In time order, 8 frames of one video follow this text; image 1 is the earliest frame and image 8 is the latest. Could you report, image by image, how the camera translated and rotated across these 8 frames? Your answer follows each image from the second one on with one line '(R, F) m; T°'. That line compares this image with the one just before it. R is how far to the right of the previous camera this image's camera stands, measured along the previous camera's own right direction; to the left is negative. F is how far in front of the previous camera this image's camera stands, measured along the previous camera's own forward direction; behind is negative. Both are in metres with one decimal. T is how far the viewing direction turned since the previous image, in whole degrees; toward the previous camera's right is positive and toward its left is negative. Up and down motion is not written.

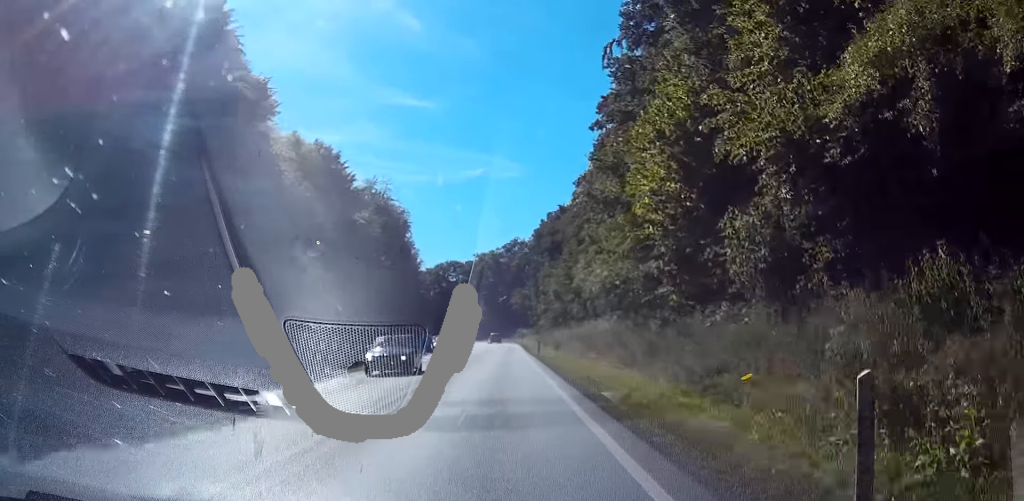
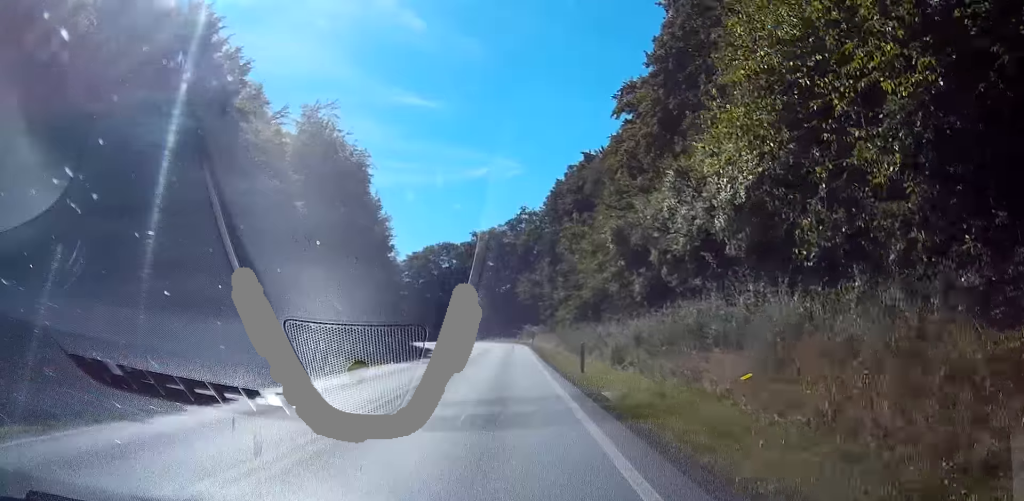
(-0.7, +29.8) m; -3°
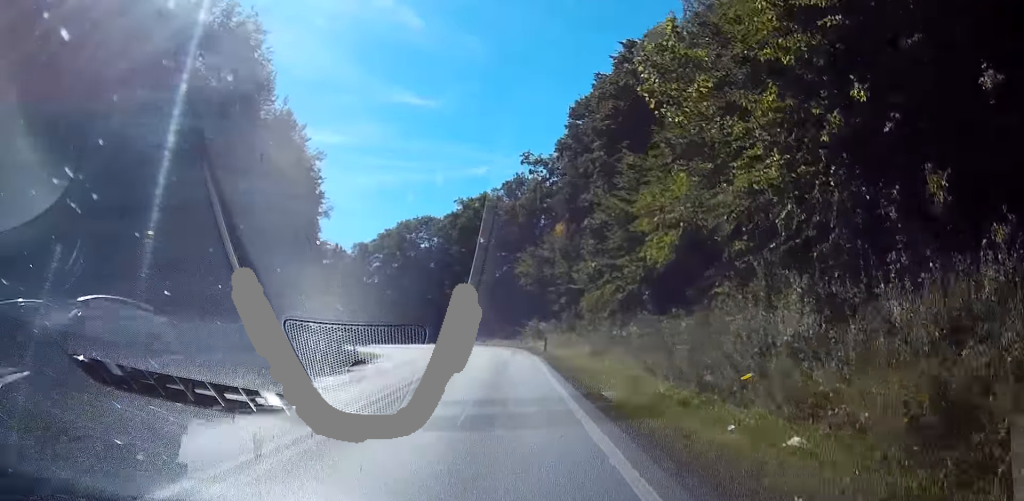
(-2.5, +28.3) m; -12°
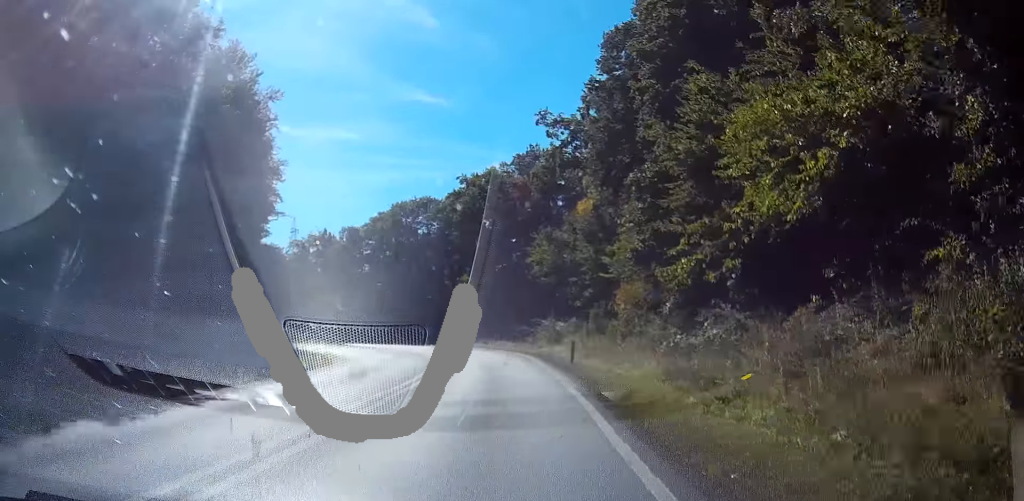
(-0.9, +13.0) m; -4°
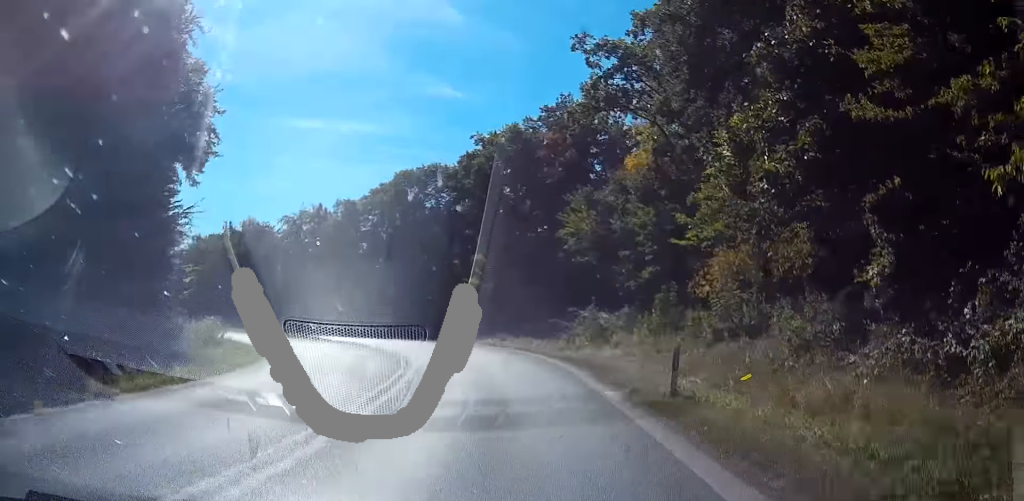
(0.0, +14.0) m; 0°
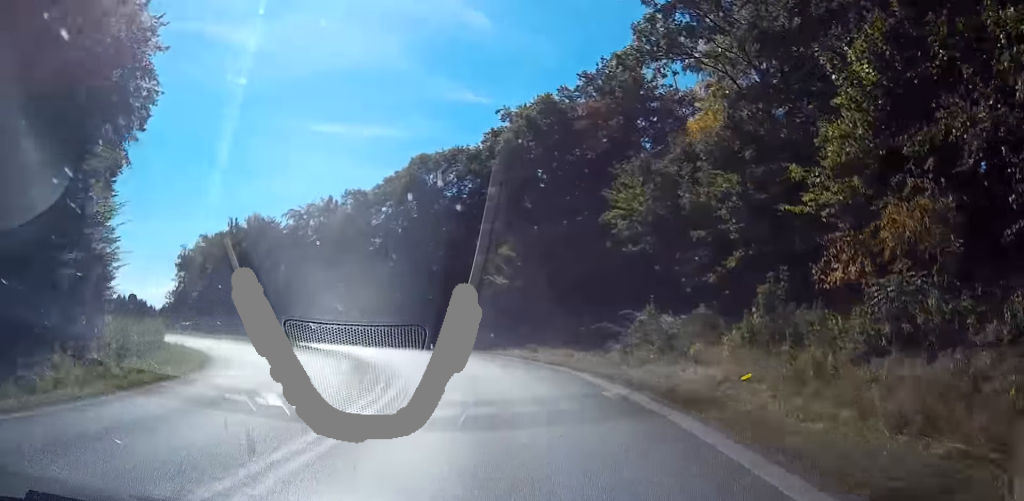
(0.0, +9.1) m; -2°
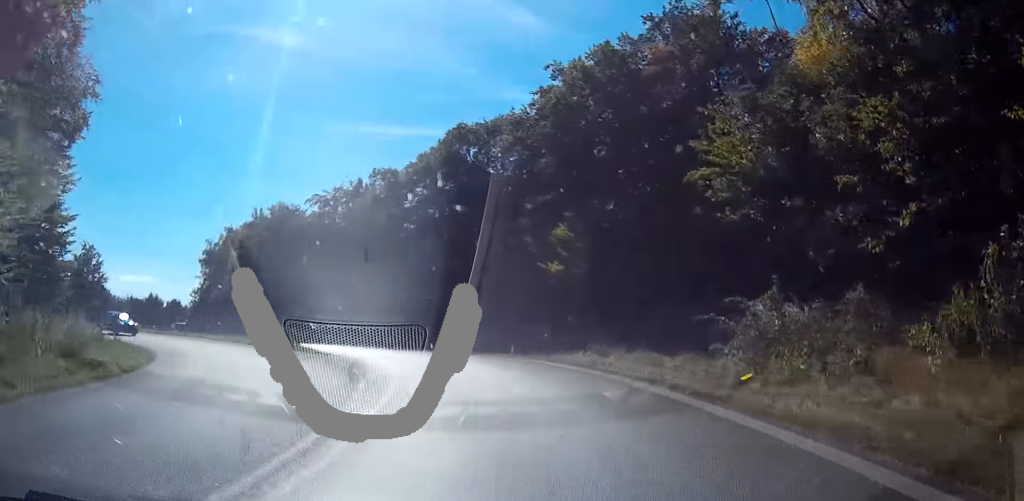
(+0.1, +9.0) m; -2°
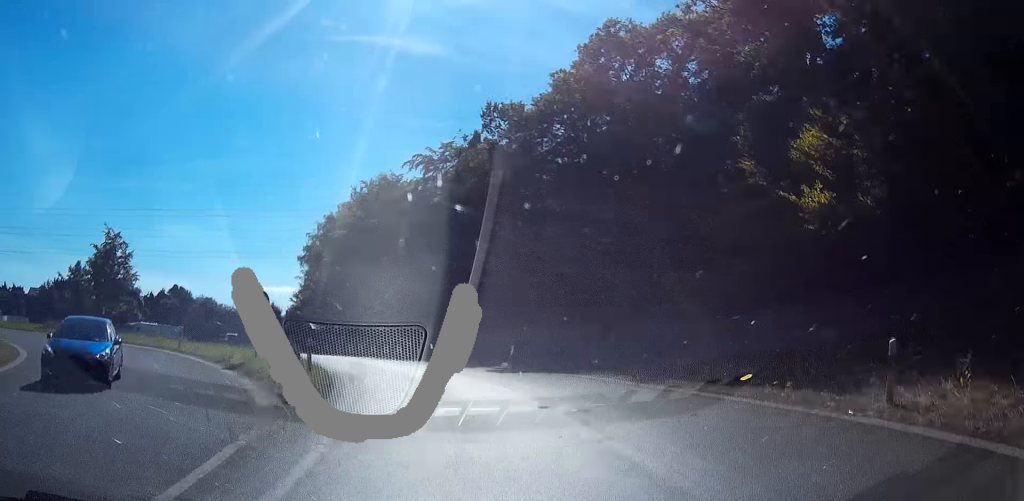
(-1.0, +18.8) m; -3°
